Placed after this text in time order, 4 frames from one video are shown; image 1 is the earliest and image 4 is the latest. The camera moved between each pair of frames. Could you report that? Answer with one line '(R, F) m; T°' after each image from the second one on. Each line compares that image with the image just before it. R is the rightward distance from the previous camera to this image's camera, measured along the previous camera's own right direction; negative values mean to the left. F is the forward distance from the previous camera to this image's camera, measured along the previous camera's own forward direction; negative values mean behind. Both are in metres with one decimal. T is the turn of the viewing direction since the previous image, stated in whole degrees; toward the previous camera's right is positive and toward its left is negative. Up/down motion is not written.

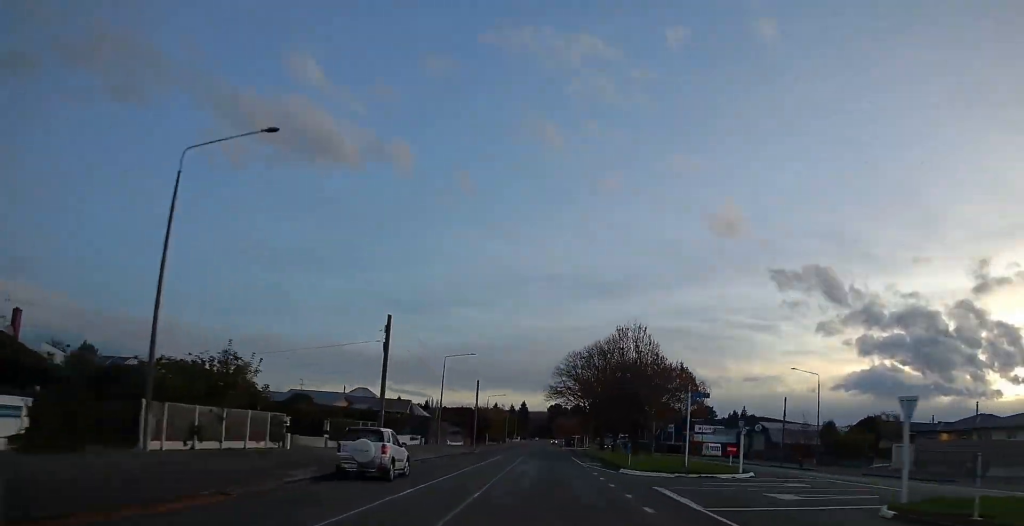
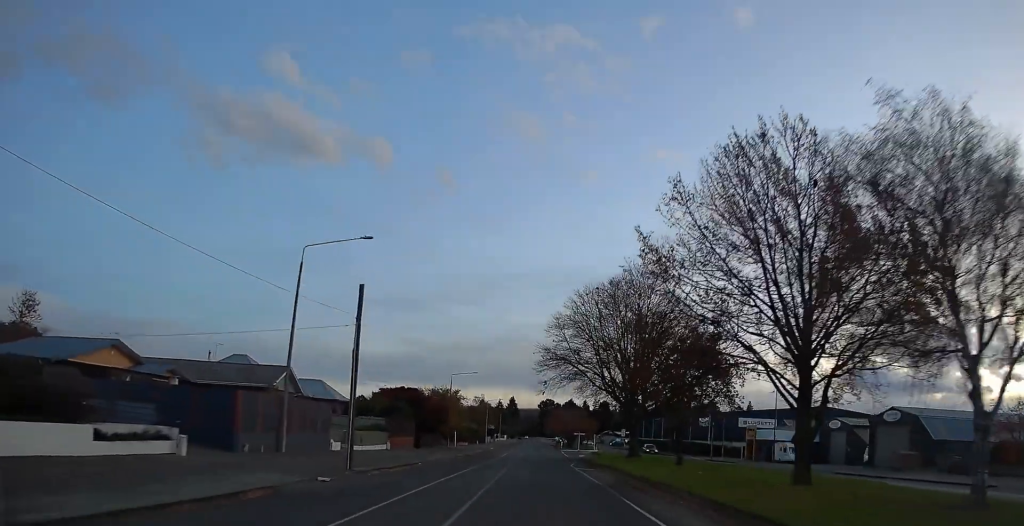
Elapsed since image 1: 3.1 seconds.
(+0.4, +42.4) m; +3°
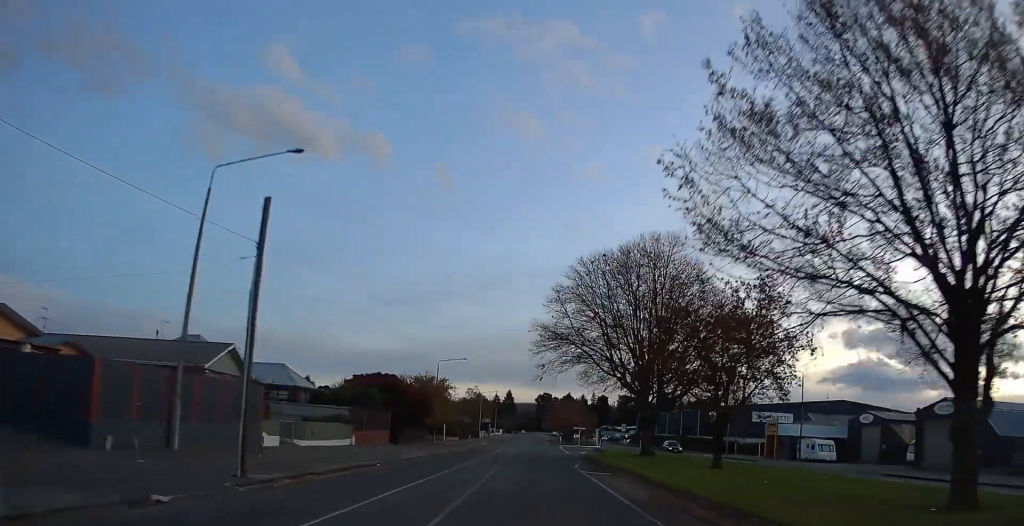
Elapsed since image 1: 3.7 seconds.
(-0.2, +9.5) m; 0°
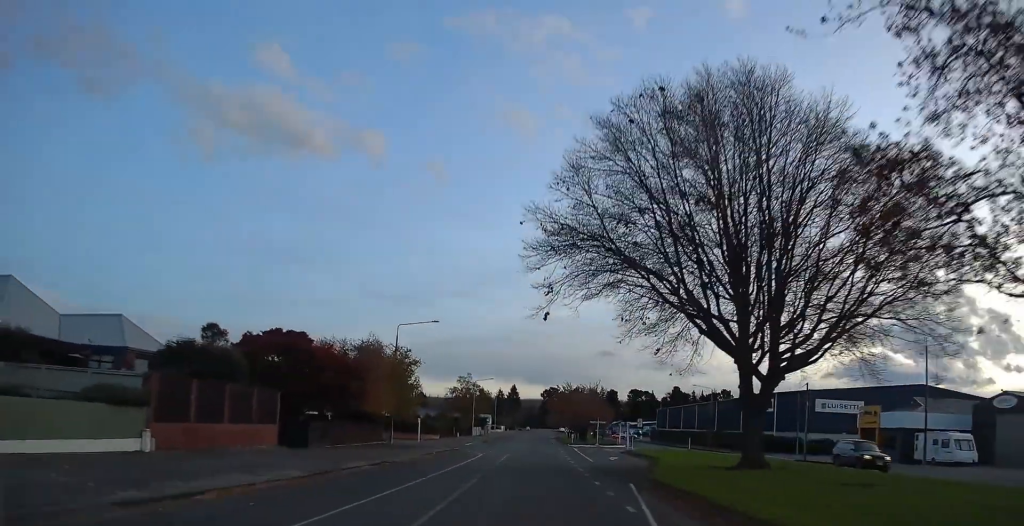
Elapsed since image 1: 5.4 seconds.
(+0.9, +25.0) m; +2°
